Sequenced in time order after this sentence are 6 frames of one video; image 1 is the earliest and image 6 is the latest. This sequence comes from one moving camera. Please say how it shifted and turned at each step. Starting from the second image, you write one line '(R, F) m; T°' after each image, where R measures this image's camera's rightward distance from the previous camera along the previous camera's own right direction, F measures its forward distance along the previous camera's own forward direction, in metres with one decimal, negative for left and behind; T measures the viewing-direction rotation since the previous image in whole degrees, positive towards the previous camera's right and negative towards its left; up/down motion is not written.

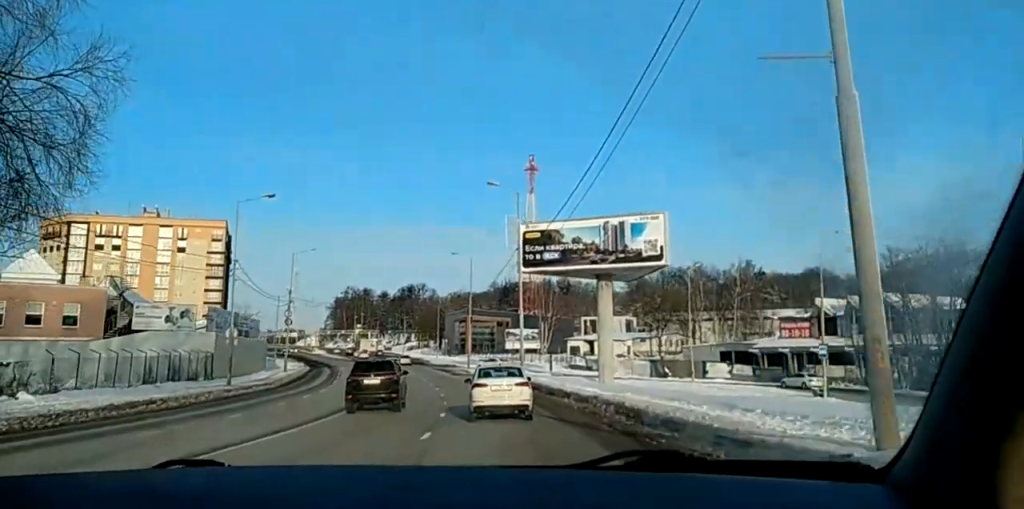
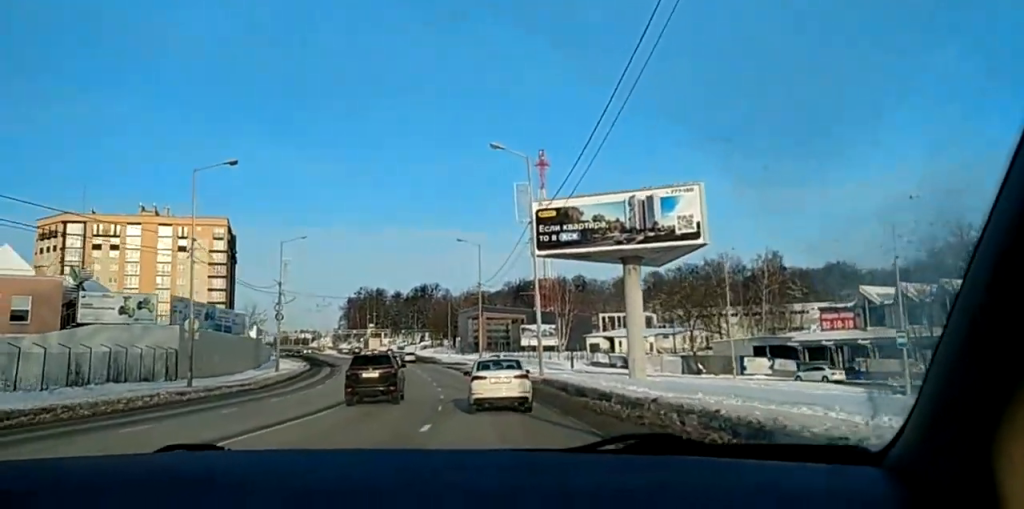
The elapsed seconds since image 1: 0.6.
(-0.4, +8.5) m; -3°
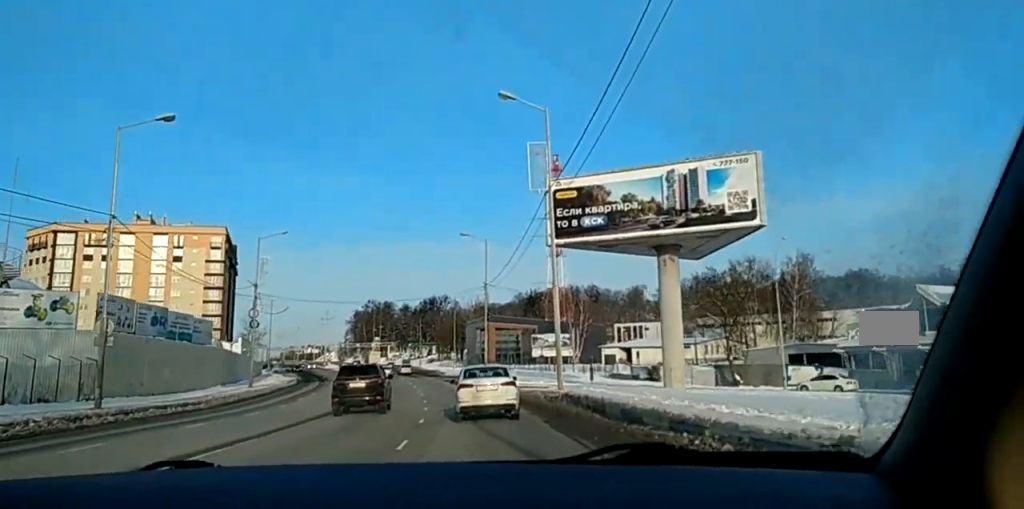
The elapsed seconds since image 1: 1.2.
(-0.2, +9.2) m; -3°
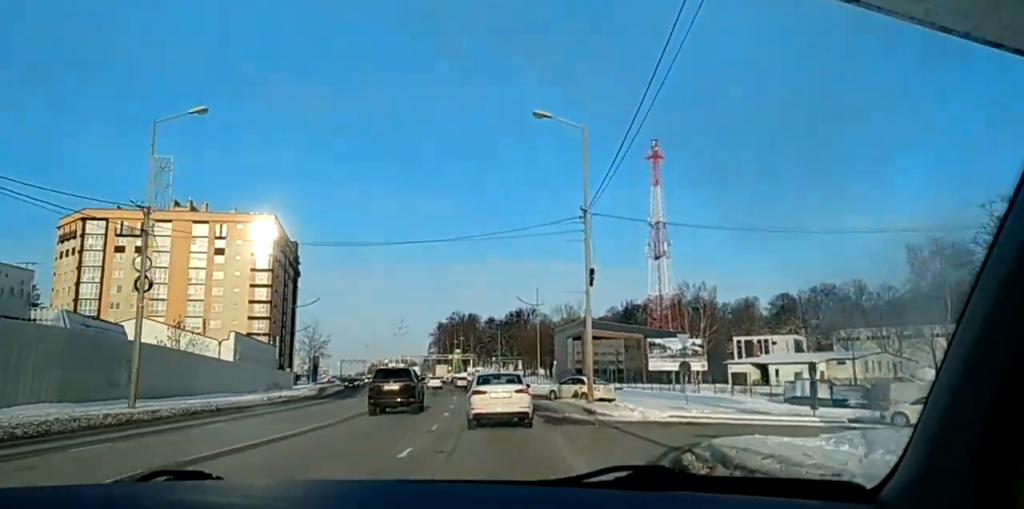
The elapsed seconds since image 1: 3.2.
(-1.5, +32.1) m; -3°
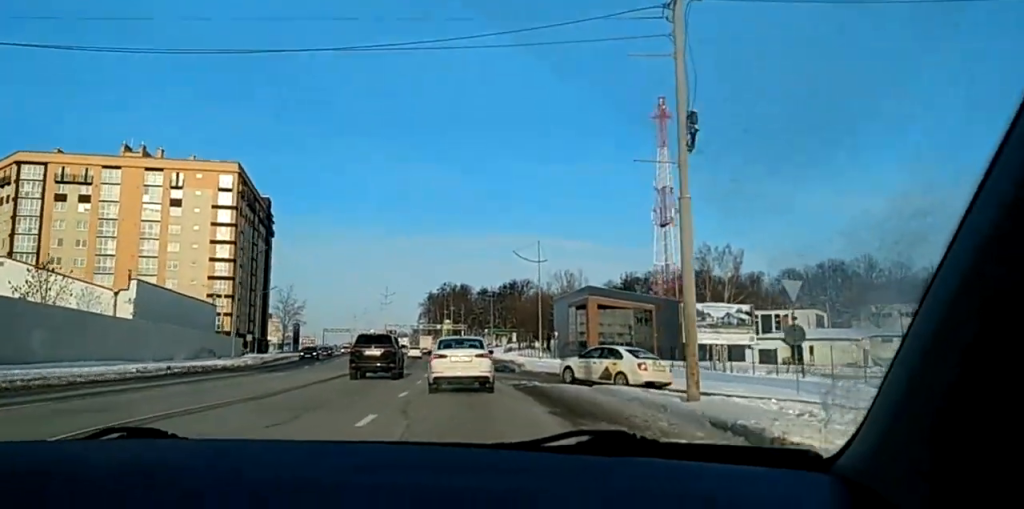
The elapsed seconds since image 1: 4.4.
(-0.1, +17.3) m; -3°
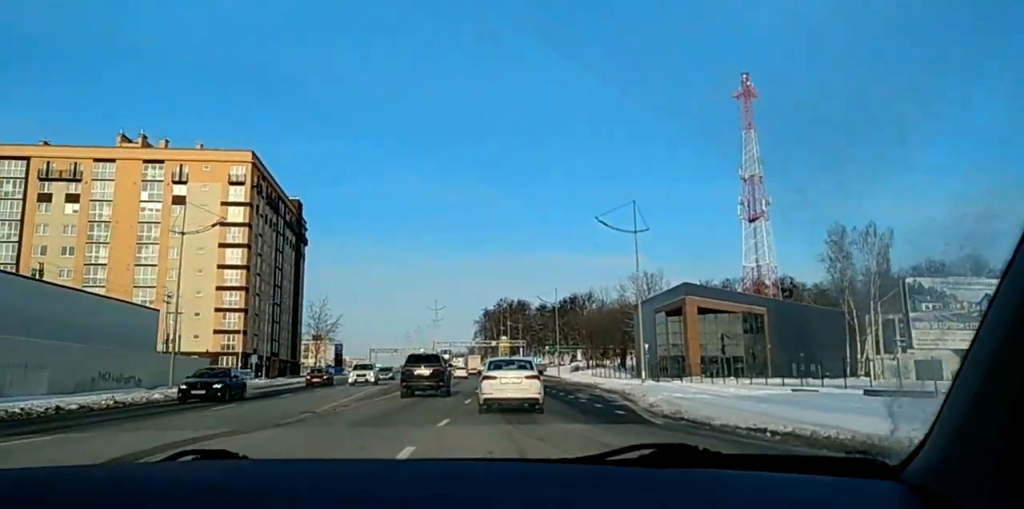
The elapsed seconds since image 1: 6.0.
(-1.6, +25.7) m; -4°
